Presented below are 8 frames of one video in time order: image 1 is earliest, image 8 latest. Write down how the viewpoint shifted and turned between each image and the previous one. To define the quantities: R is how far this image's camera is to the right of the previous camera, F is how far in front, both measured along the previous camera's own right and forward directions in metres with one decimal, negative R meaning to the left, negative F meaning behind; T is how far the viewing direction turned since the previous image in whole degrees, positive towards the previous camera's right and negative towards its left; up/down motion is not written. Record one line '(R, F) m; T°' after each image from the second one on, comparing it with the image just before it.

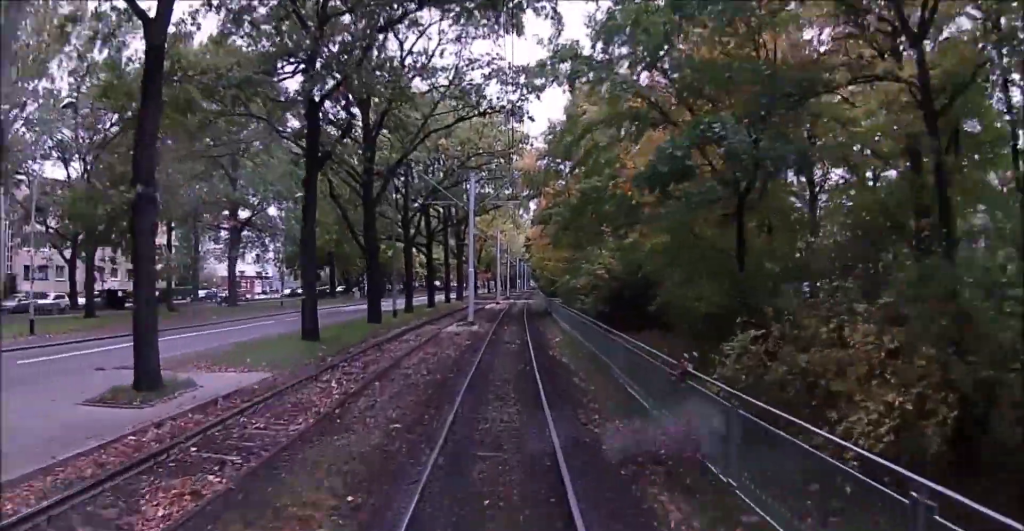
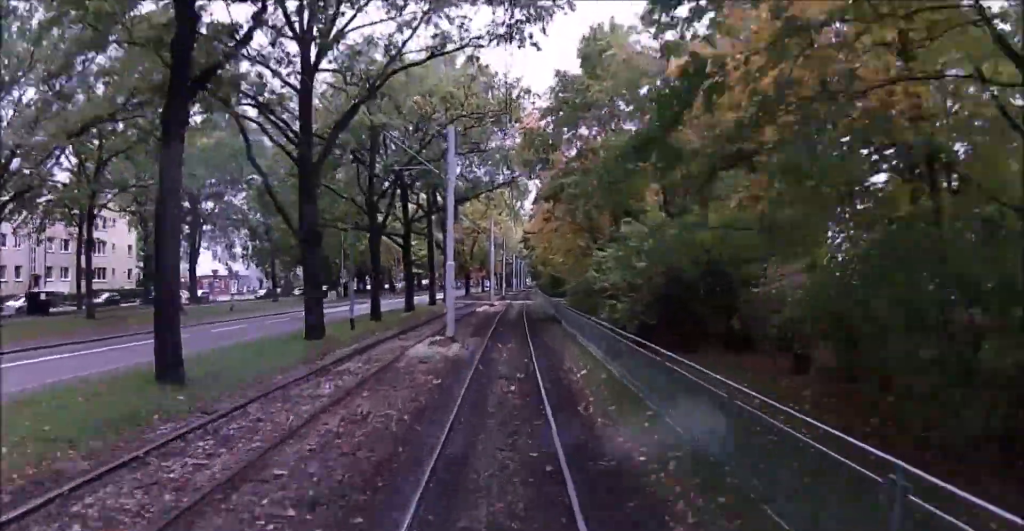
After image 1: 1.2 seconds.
(-0.3, +7.8) m; -3°
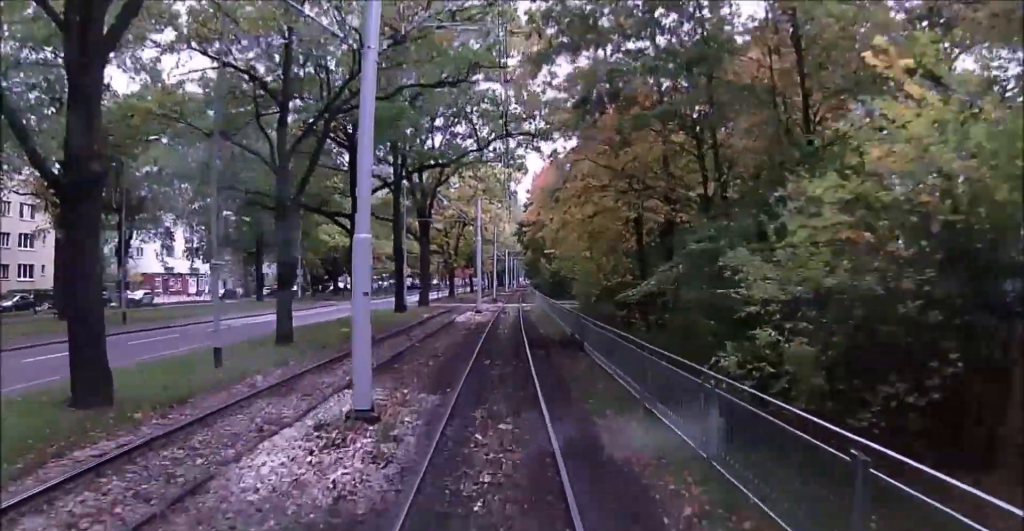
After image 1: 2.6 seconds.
(-0.1, +13.2) m; -1°
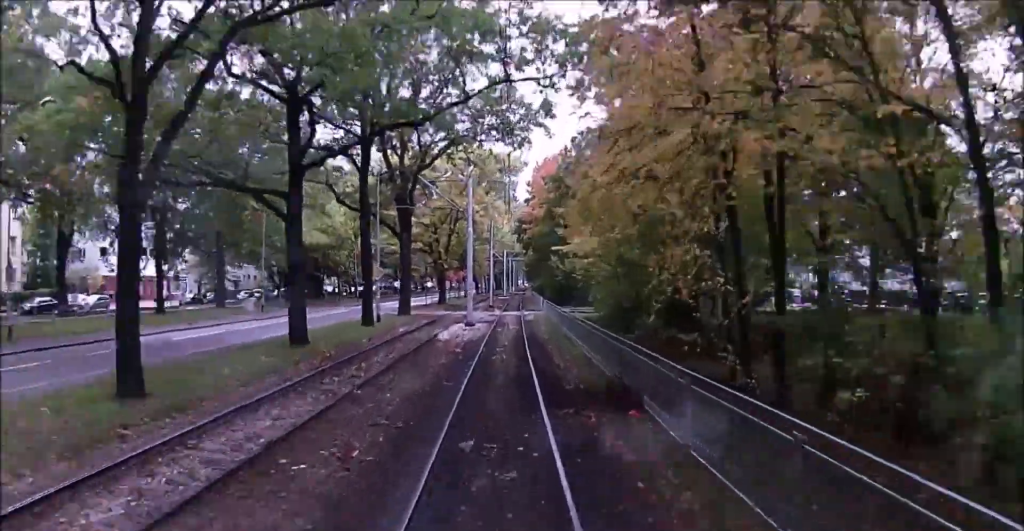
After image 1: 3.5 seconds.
(0.0, +9.0) m; 0°
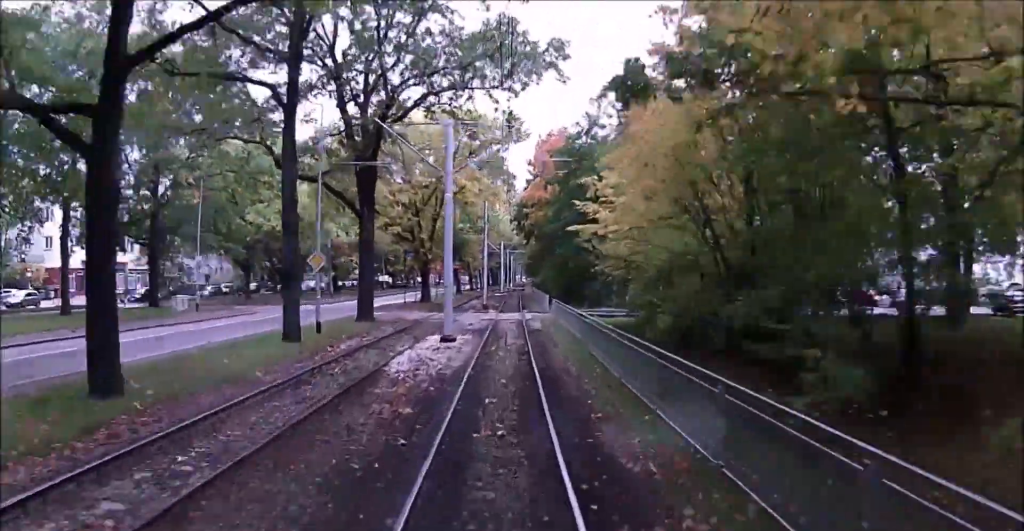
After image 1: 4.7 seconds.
(0.0, +11.6) m; 0°
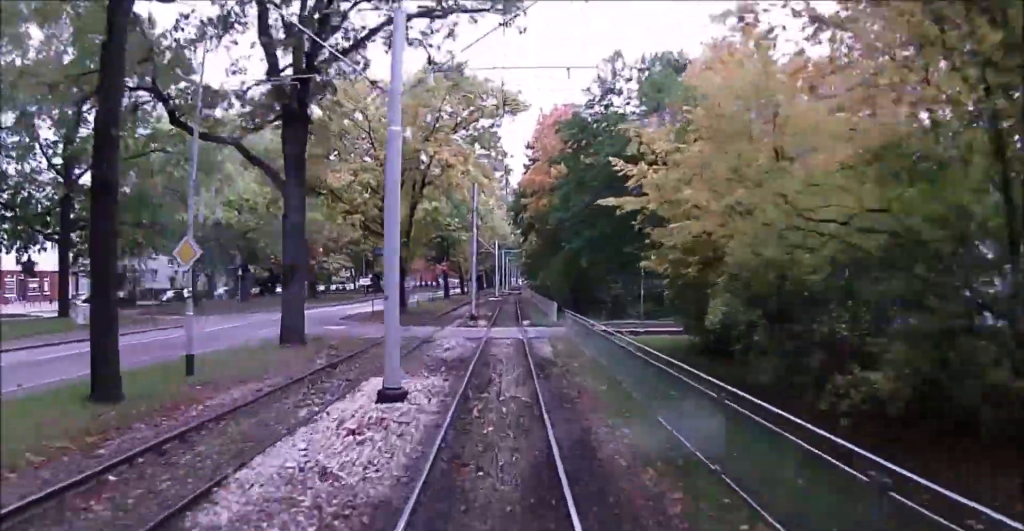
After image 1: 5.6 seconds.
(0.0, +10.1) m; 0°
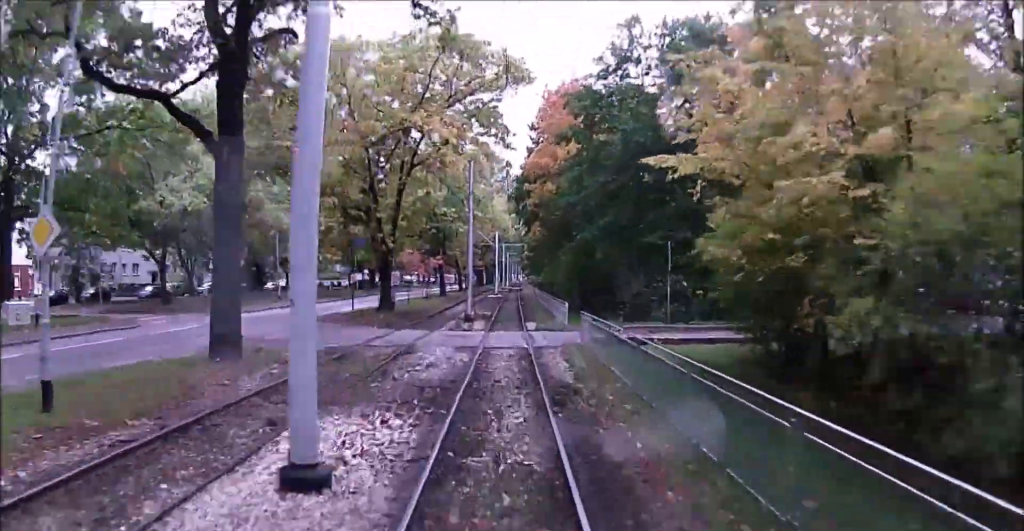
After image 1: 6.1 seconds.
(0.0, +5.2) m; 0°
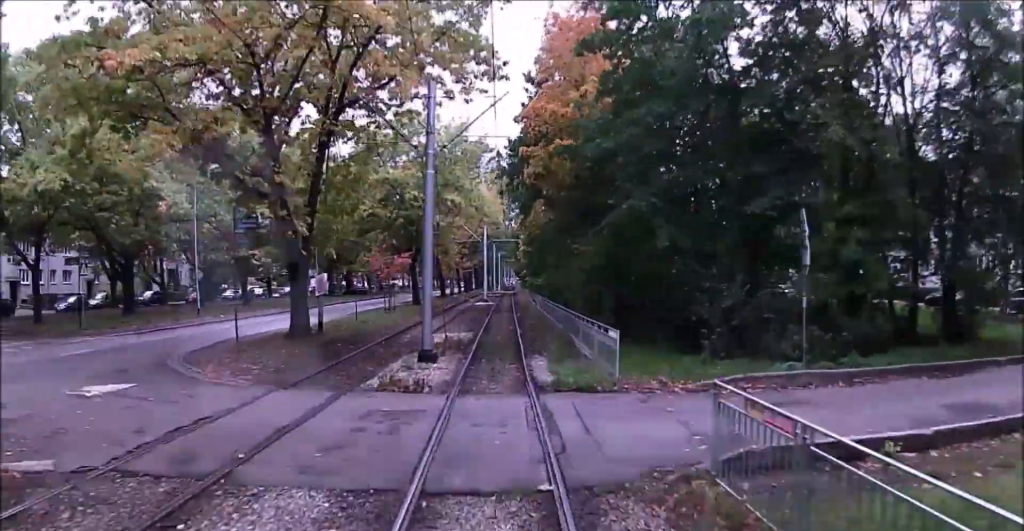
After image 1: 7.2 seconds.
(0.0, +13.3) m; 0°
